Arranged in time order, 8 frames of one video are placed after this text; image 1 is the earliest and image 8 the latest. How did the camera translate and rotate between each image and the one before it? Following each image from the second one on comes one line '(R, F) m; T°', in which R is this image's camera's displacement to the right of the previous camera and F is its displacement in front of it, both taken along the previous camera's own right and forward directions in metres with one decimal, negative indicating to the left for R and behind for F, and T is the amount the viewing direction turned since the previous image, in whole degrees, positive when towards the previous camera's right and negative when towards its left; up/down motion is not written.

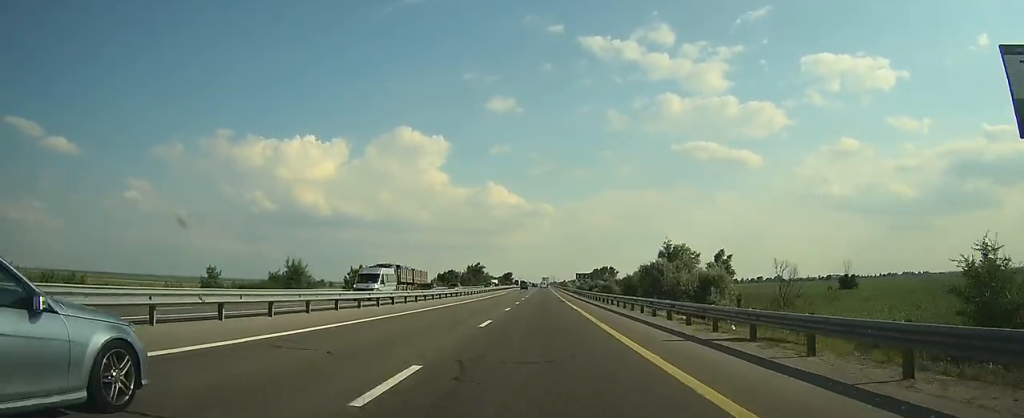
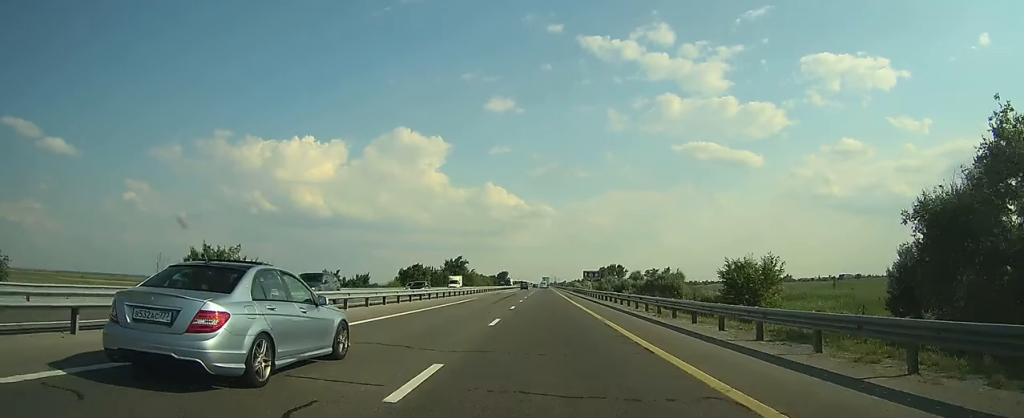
(-0.1, +47.6) m; 0°
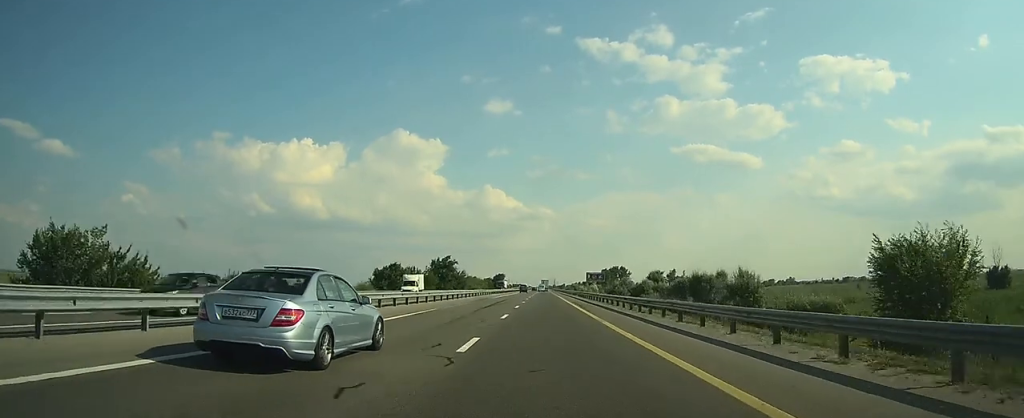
(0.0, +18.9) m; 0°
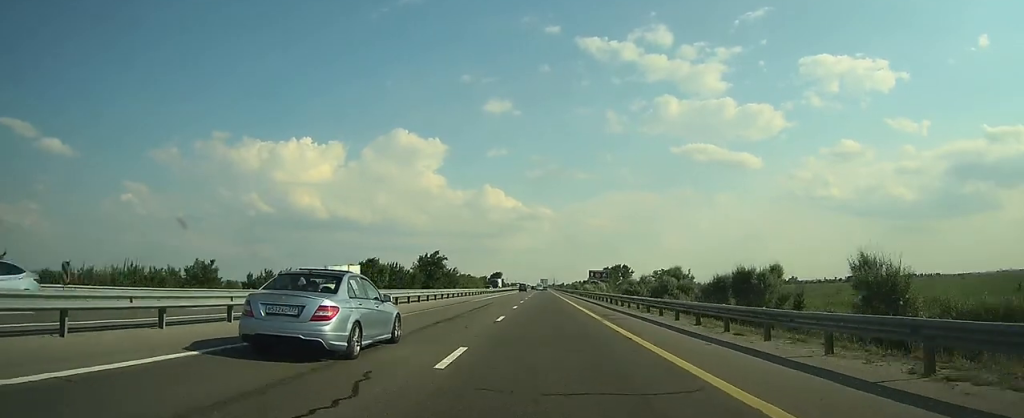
(0.0, +14.4) m; 0°
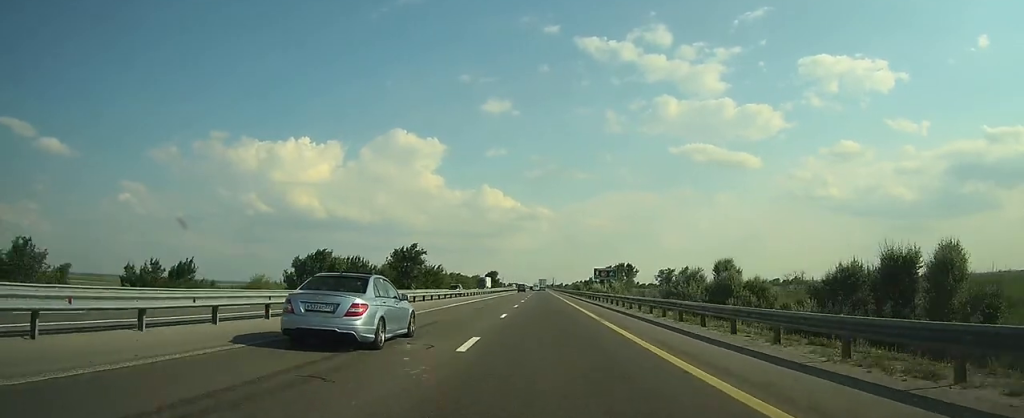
(+0.1, +21.7) m; 0°
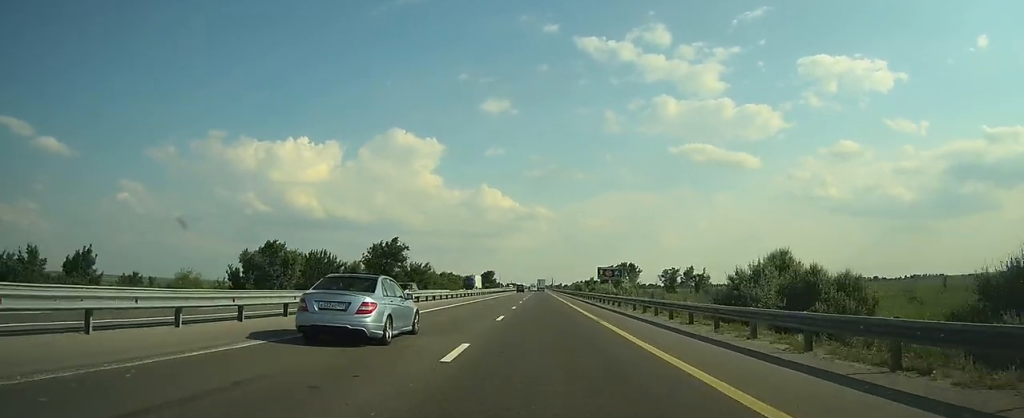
(0.0, +13.6) m; 0°
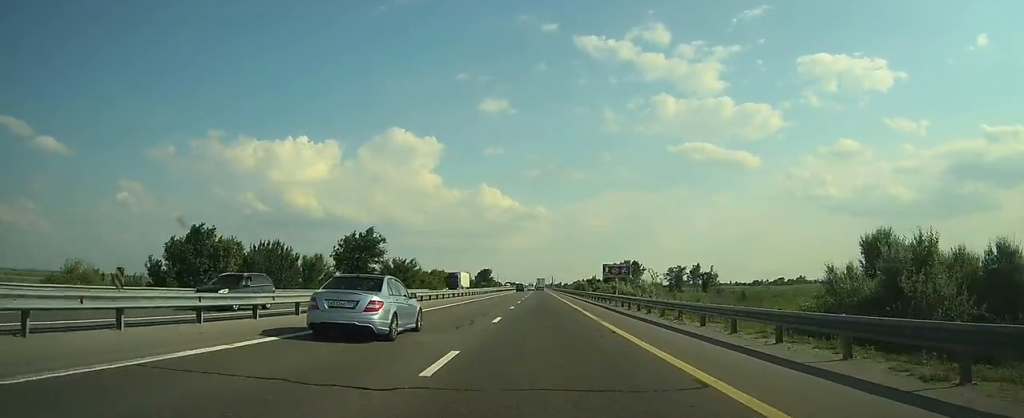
(0.0, +13.6) m; 0°
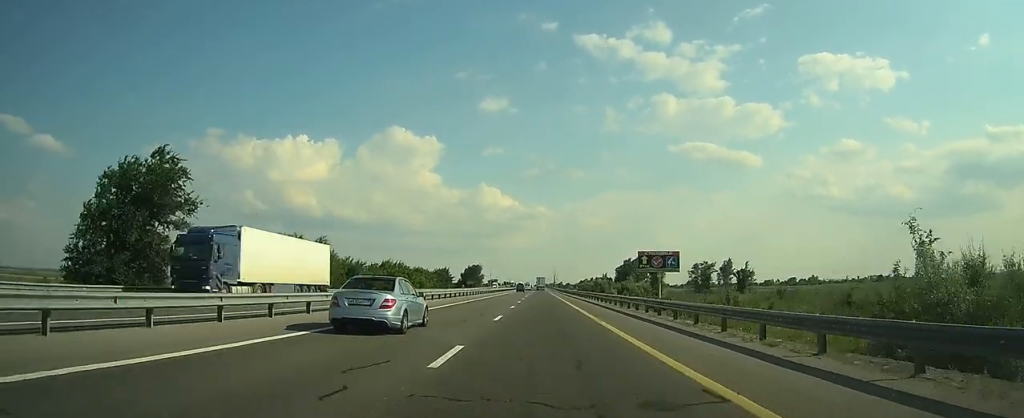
(0.0, +47.4) m; 0°
